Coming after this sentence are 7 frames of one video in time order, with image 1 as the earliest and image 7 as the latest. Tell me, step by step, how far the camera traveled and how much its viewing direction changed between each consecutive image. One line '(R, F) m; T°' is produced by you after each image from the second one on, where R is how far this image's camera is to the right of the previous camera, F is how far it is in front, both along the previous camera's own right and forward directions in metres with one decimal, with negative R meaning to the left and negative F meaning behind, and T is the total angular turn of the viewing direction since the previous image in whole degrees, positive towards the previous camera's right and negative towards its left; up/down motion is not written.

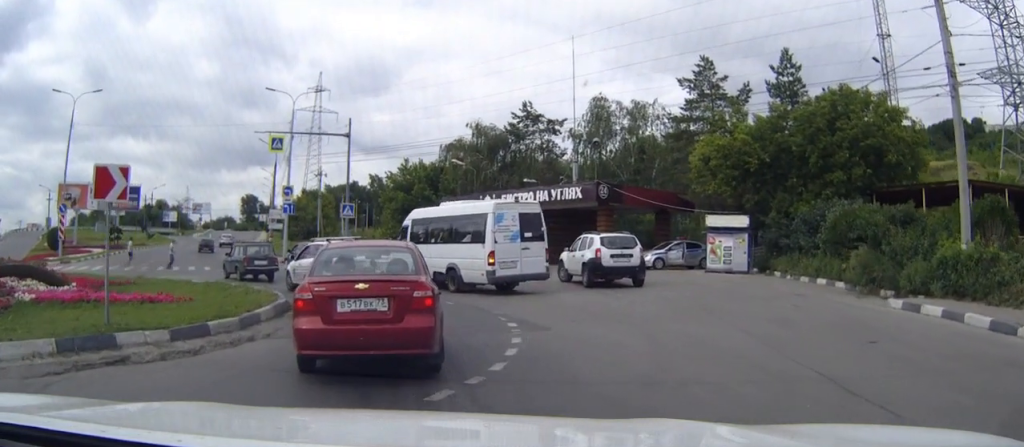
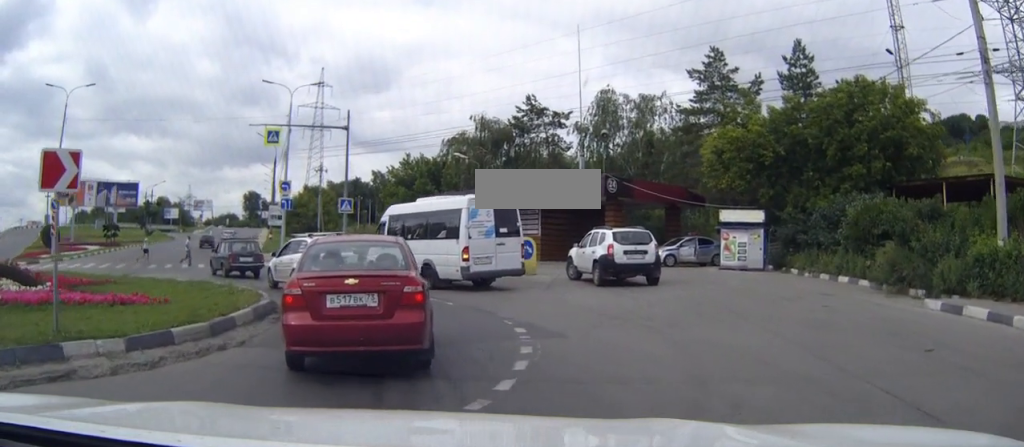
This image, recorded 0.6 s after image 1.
(0.0, +1.6) m; +1°
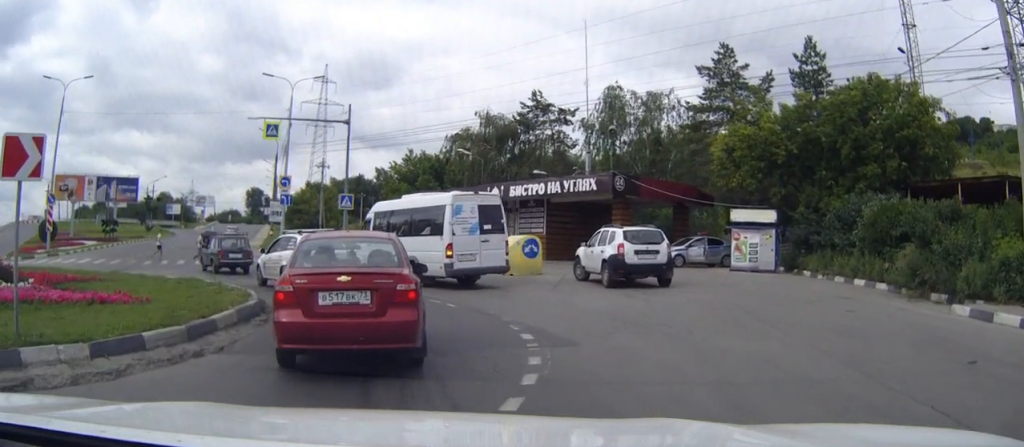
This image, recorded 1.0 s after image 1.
(0.0, +1.0) m; -1°
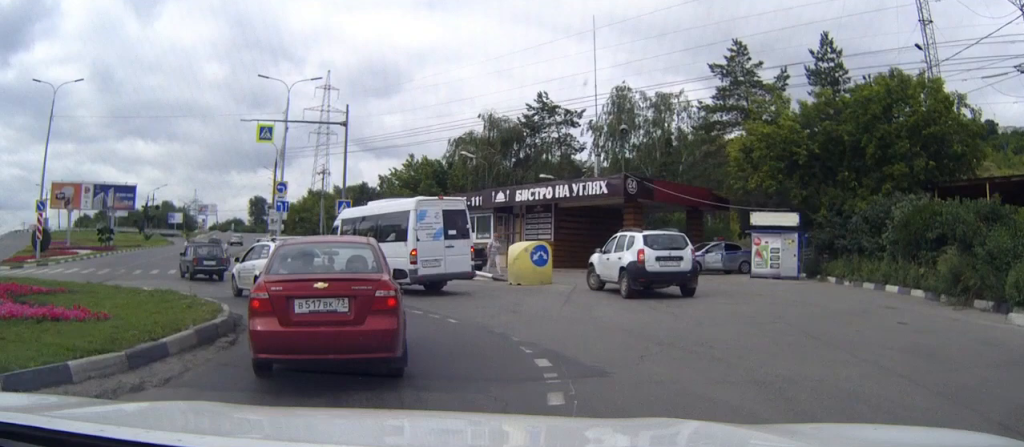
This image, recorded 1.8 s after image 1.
(0.0, +2.0) m; -2°
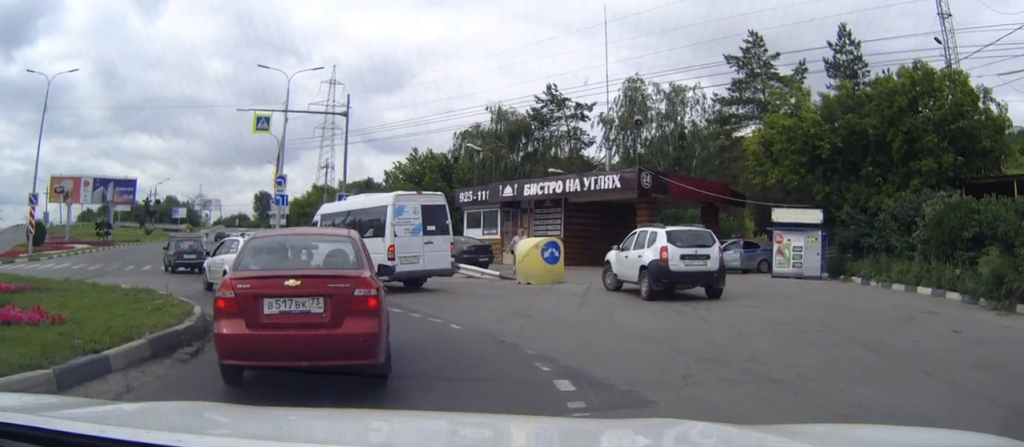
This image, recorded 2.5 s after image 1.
(-0.1, +1.6) m; -1°
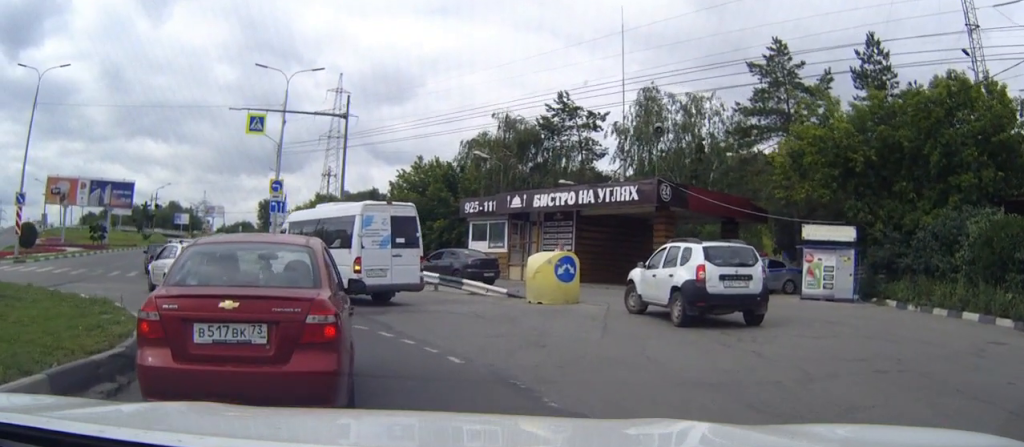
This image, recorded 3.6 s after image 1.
(+0.1, +2.2) m; +1°
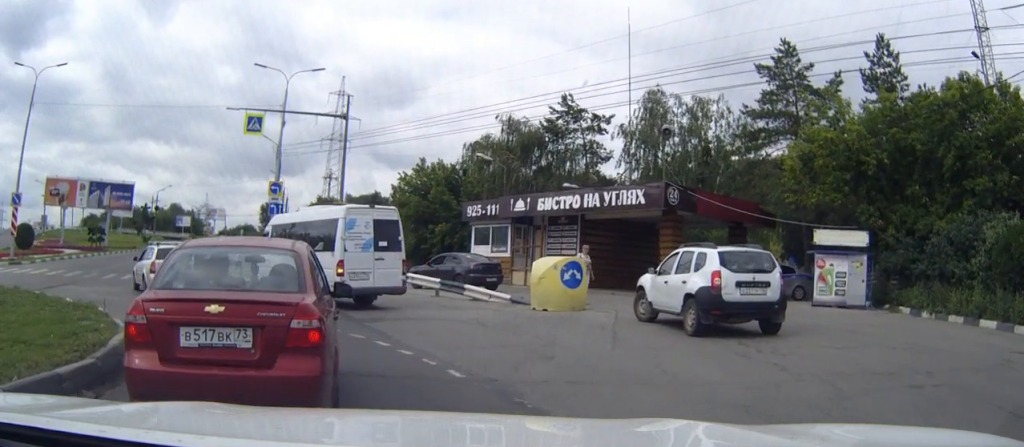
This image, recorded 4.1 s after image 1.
(0.0, +0.9) m; -2°
